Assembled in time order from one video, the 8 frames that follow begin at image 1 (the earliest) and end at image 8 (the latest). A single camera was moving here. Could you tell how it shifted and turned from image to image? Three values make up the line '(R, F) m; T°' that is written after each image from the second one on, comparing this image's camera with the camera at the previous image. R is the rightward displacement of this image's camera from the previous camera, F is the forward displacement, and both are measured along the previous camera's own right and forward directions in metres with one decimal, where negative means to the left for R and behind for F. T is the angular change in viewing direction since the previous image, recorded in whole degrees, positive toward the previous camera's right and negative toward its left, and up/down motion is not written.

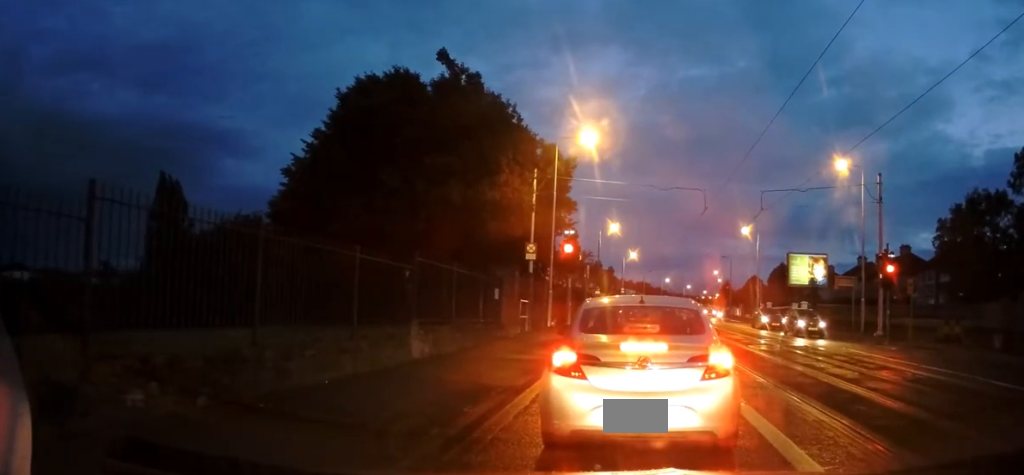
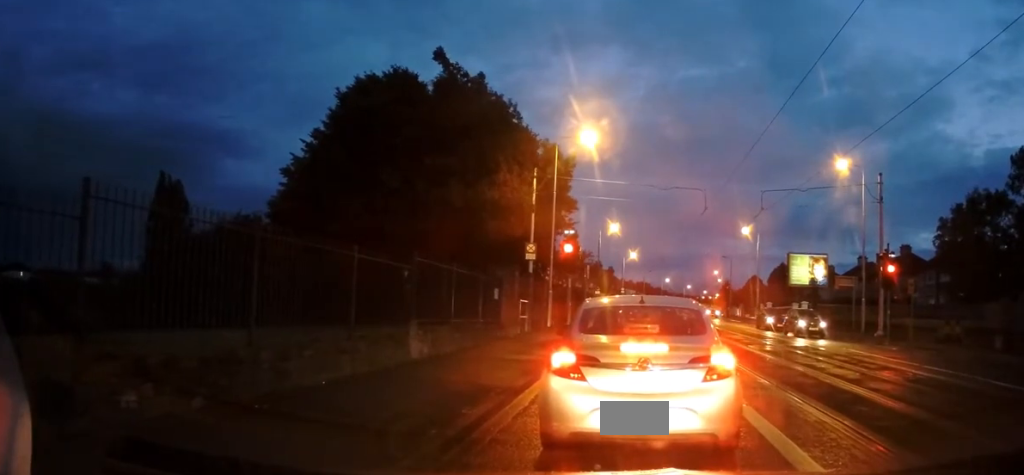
(0.0, 0.0) m; 0°
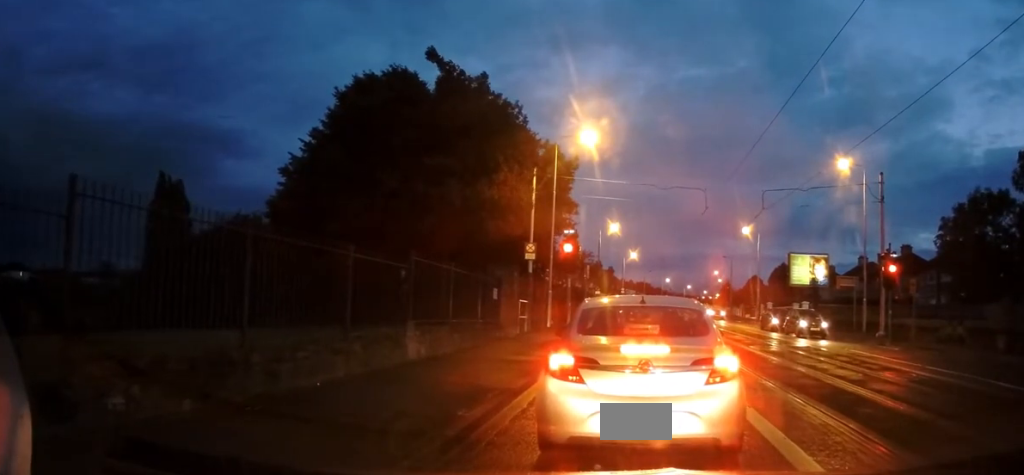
(0.0, 0.0) m; 0°
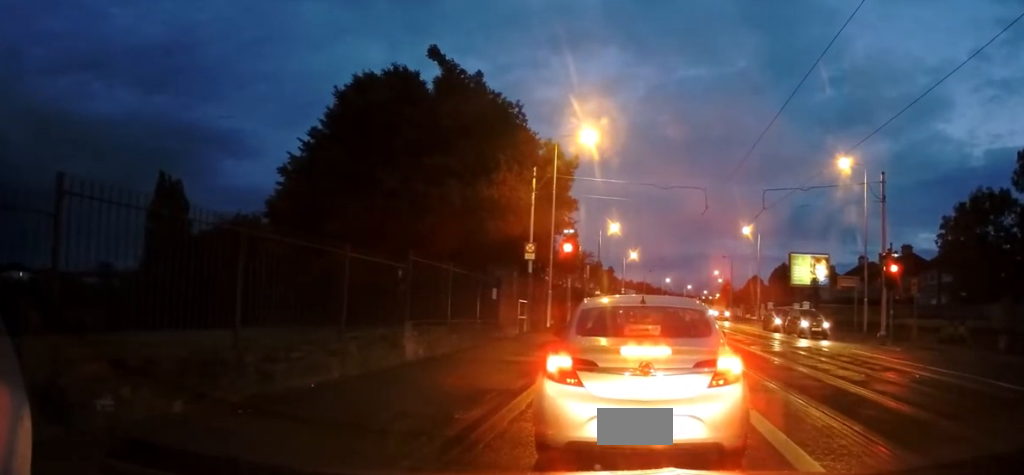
(0.0, 0.0) m; 0°
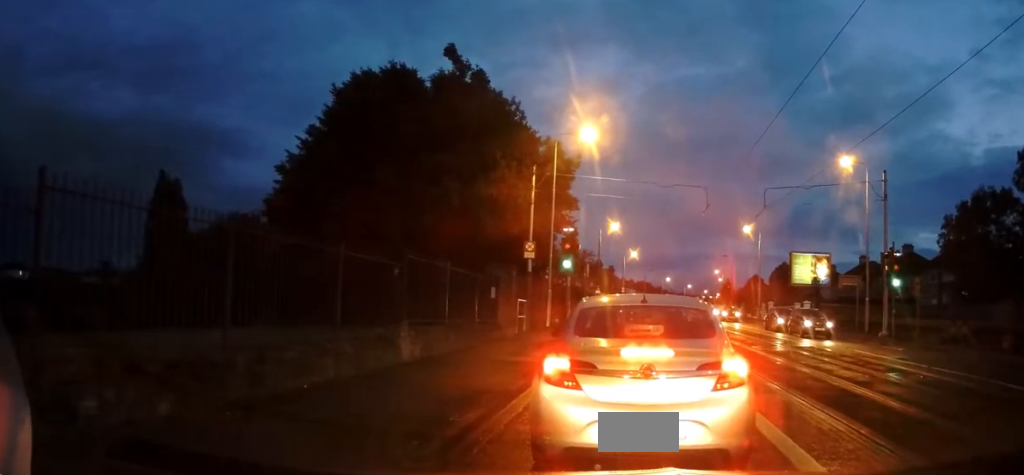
(0.0, 0.0) m; 0°
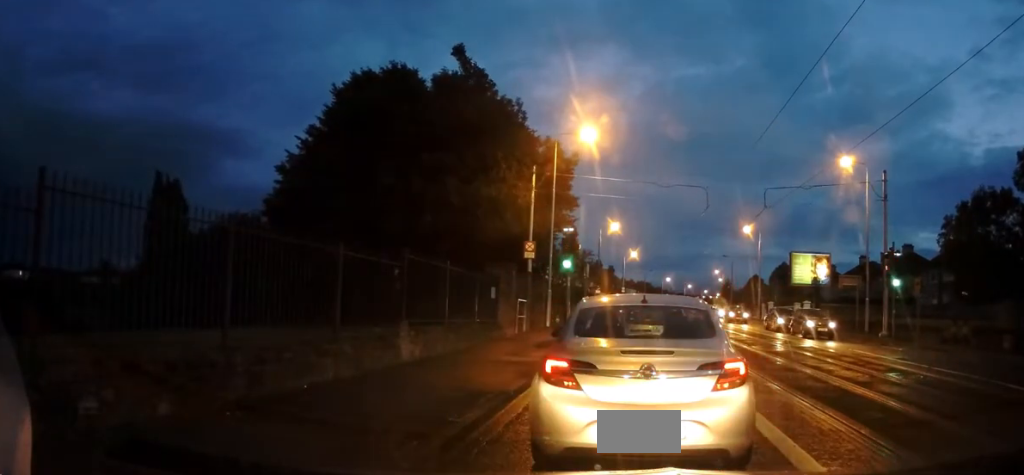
(0.0, 0.0) m; 0°
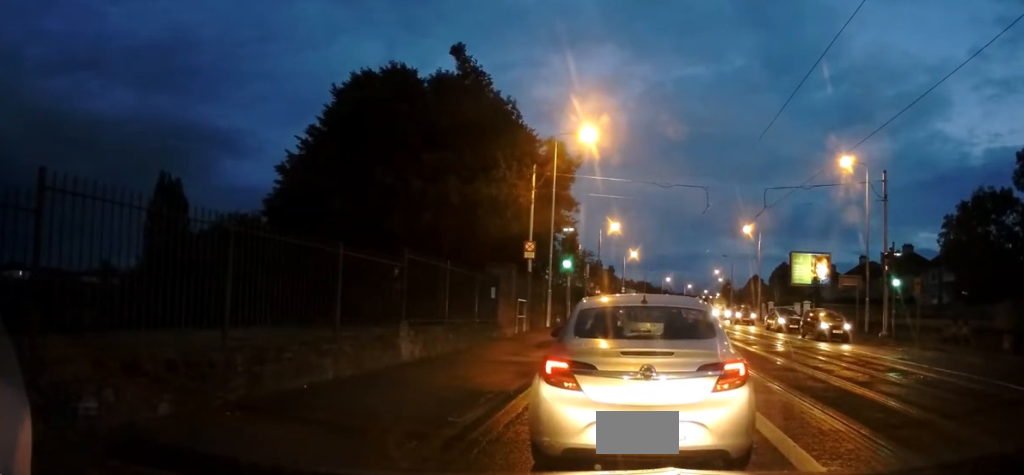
(0.0, 0.0) m; 0°
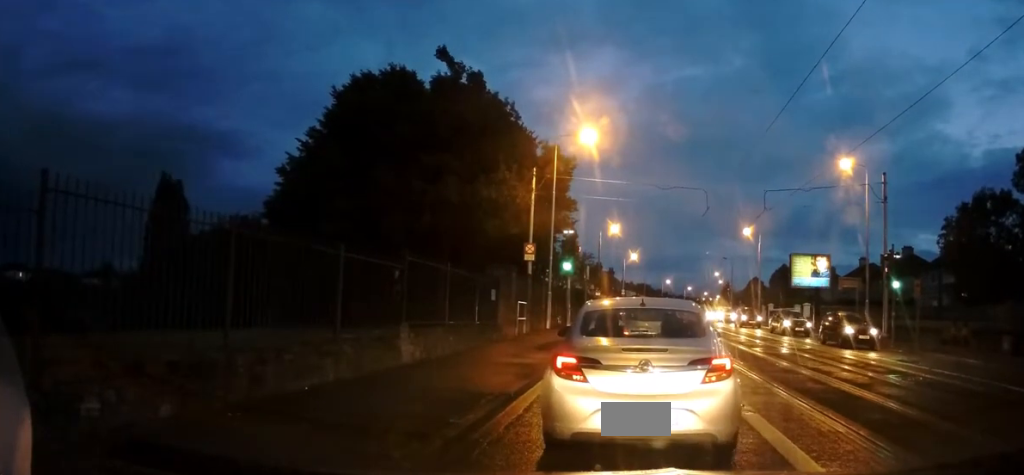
(+0.1, +0.2) m; +2°
